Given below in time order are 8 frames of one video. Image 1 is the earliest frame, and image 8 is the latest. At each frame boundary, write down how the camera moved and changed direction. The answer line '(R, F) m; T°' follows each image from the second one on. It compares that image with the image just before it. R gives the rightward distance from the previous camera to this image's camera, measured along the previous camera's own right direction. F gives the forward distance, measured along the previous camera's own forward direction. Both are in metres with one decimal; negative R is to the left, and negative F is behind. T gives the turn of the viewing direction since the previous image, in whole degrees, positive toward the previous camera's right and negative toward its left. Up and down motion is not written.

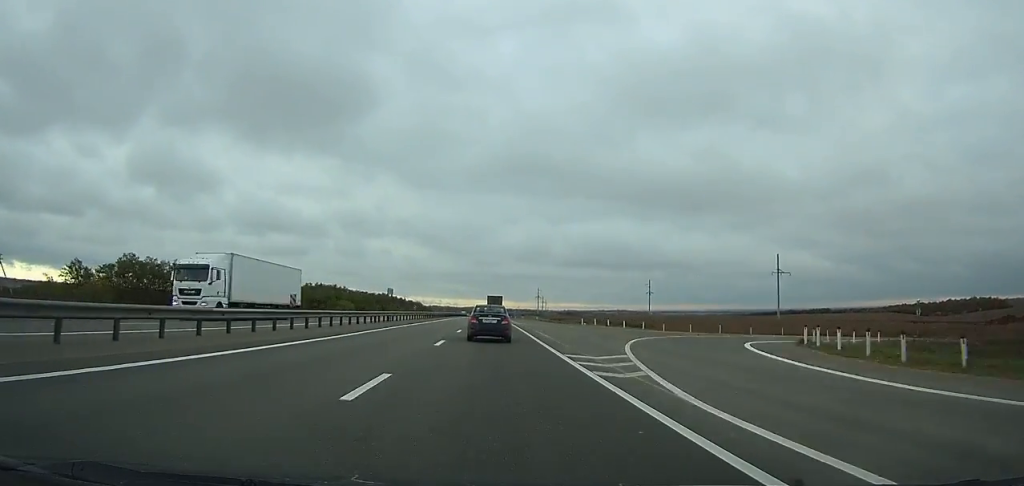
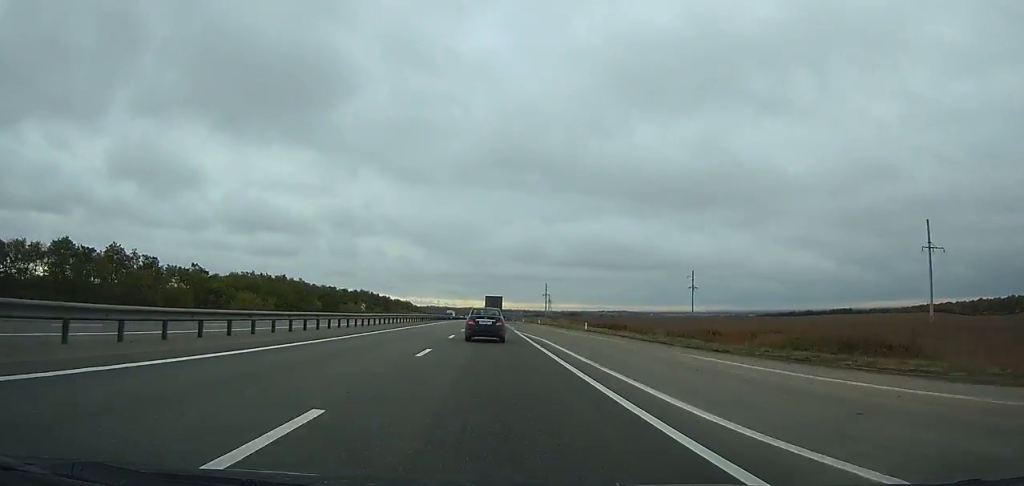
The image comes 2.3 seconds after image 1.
(0.0, +65.0) m; 0°
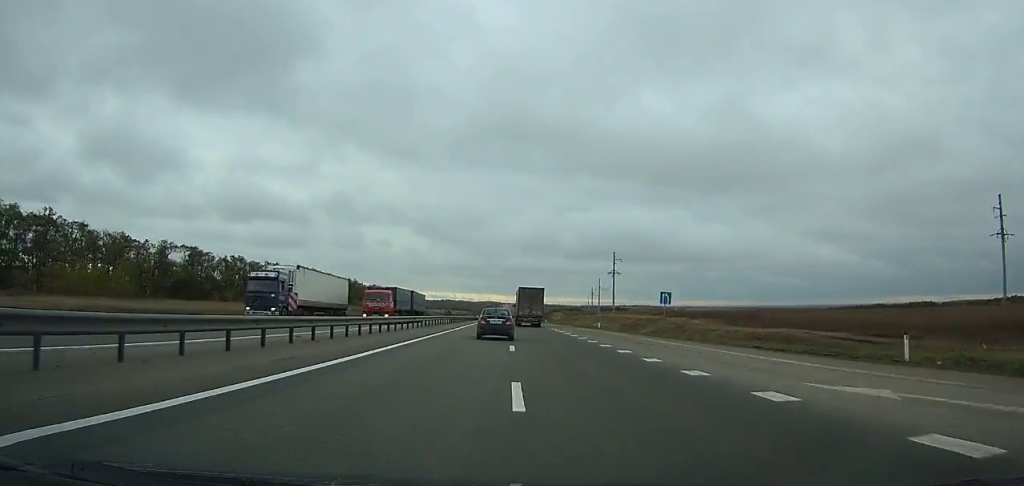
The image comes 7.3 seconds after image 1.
(-1.5, +142.6) m; -1°
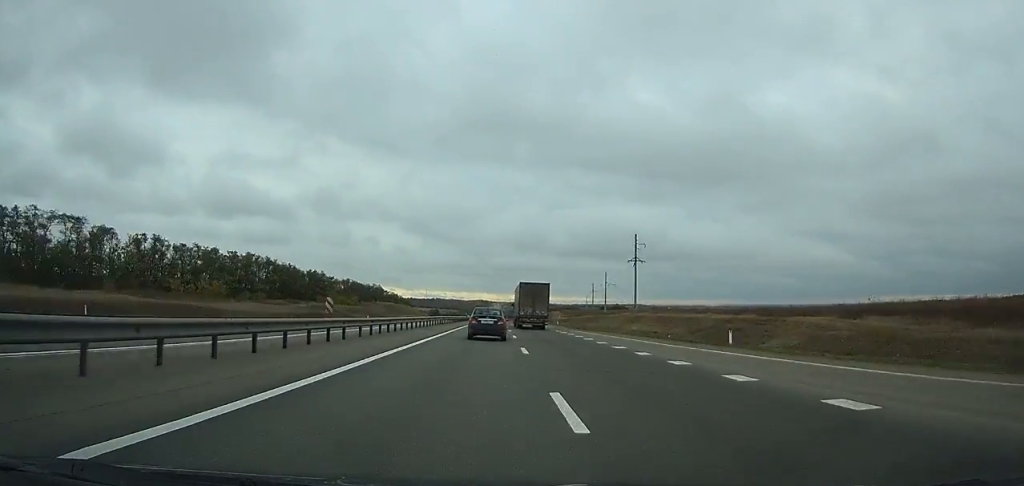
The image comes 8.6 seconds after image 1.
(+0.1, +37.9) m; 0°
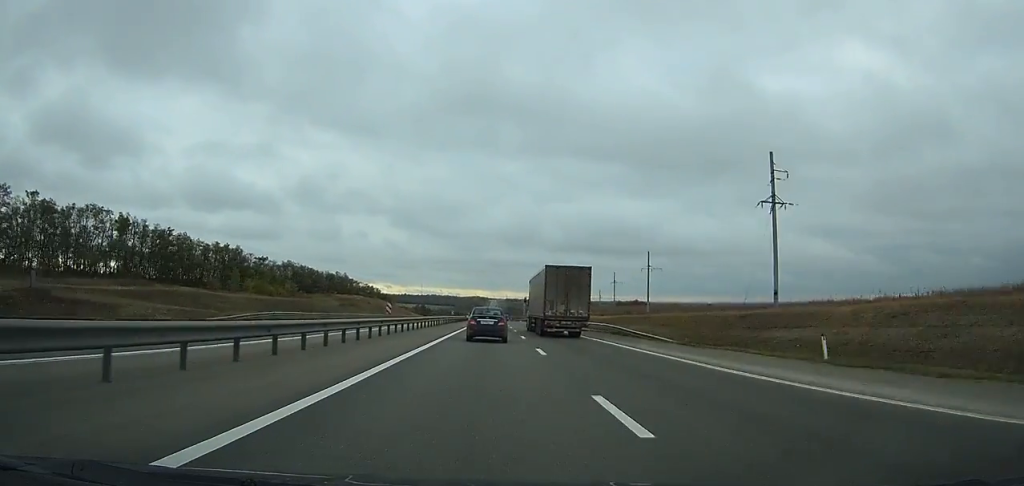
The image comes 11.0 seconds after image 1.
(+0.2, +70.6) m; 0°
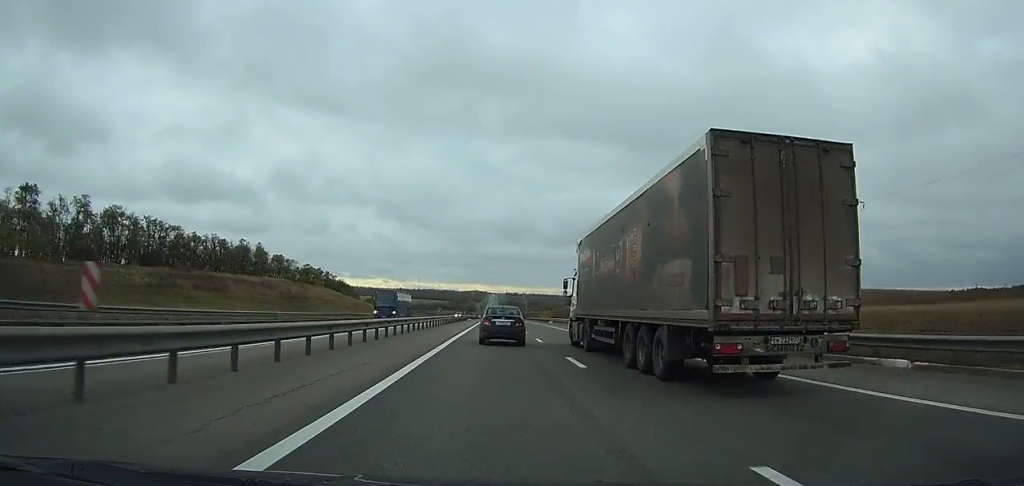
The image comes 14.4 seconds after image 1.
(+0.2, +101.6) m; 0°
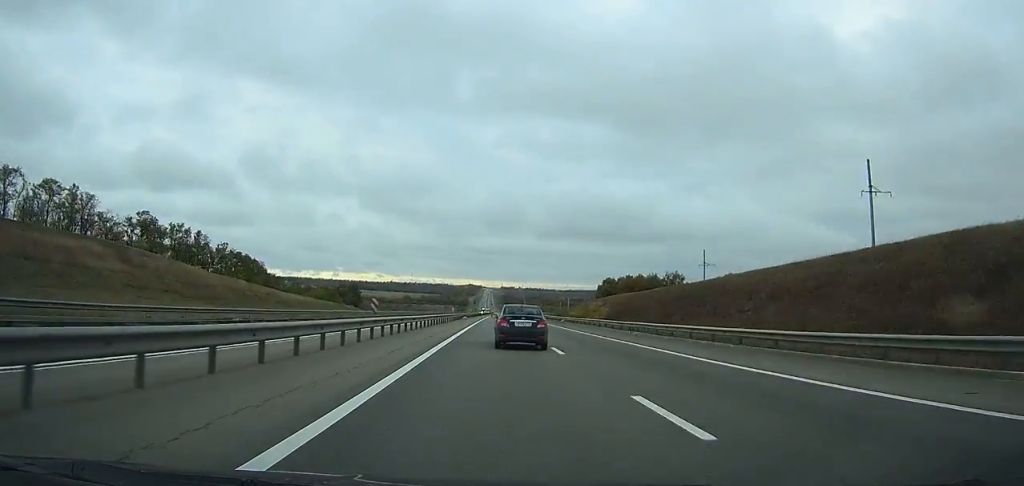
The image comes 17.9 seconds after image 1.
(+0.3, +105.1) m; 0°
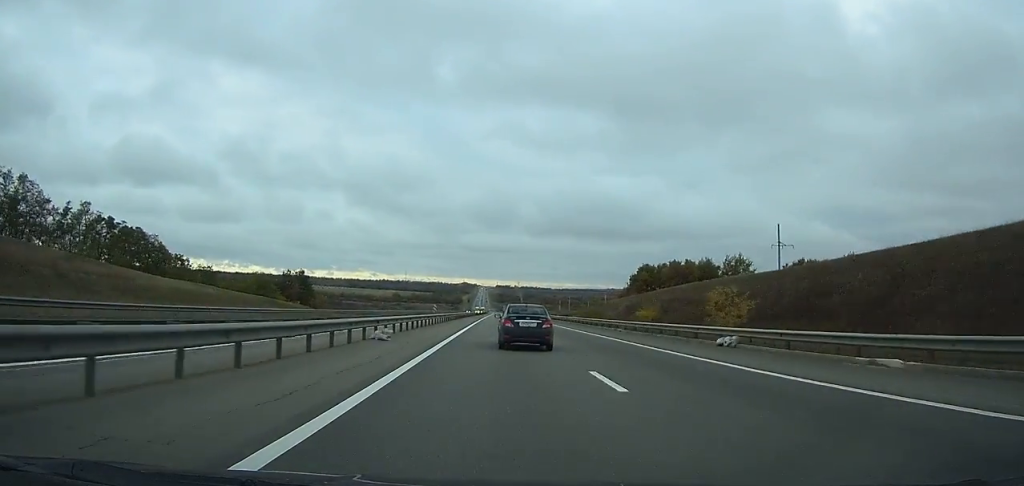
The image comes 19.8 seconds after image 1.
(0.0, +57.1) m; 0°
